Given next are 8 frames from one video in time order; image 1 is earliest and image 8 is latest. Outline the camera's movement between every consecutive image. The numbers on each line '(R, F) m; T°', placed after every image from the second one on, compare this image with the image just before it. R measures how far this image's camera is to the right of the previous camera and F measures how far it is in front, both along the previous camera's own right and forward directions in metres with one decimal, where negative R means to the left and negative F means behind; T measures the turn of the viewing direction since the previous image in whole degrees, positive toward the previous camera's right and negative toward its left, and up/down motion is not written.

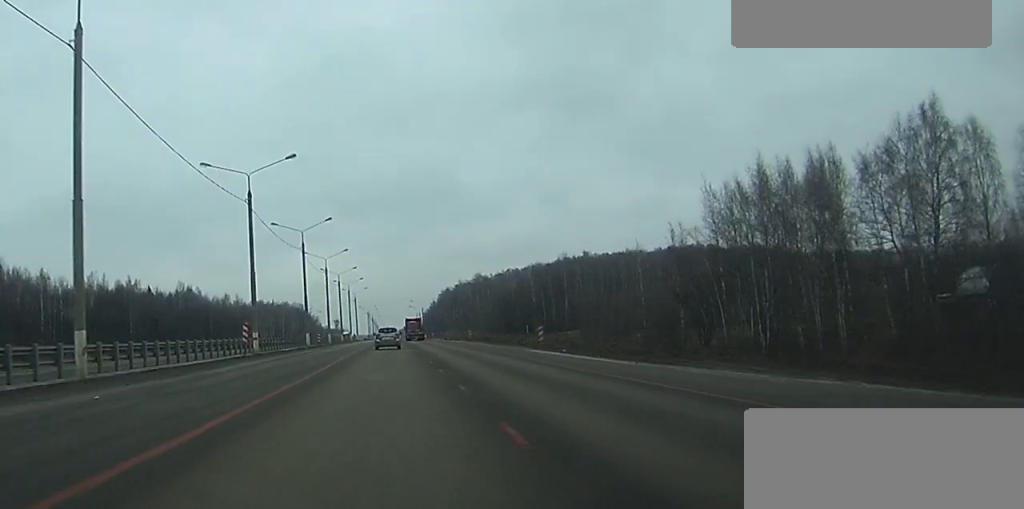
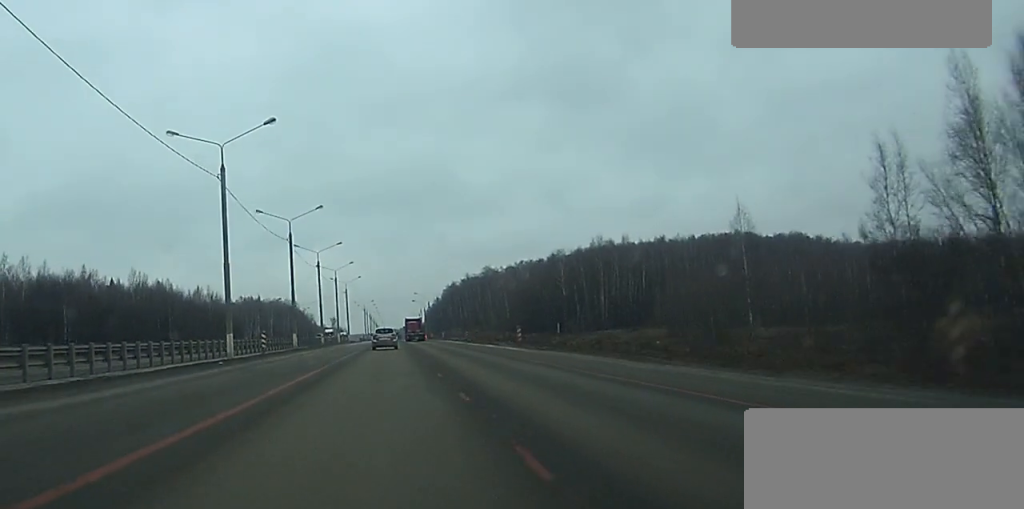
(-0.1, +42.4) m; 0°
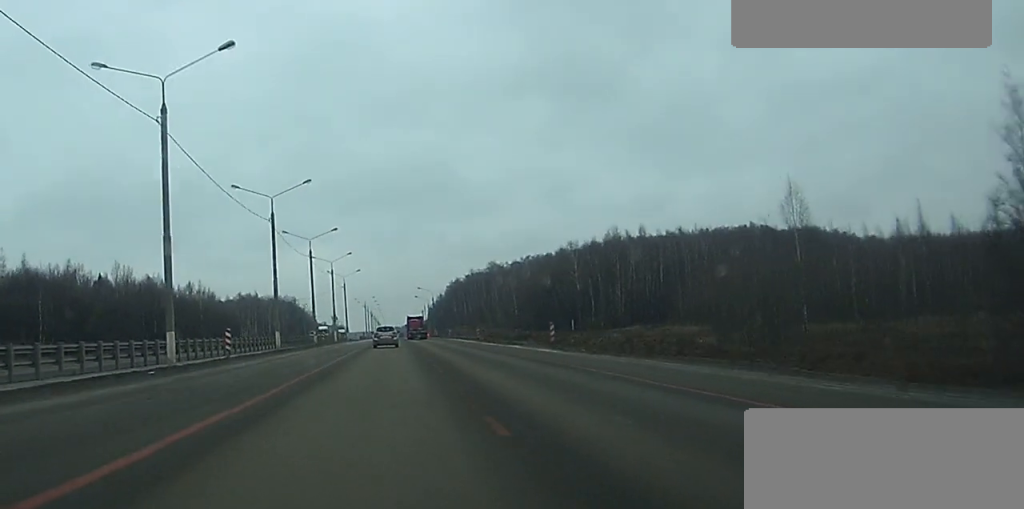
(0.0, +13.0) m; 0°
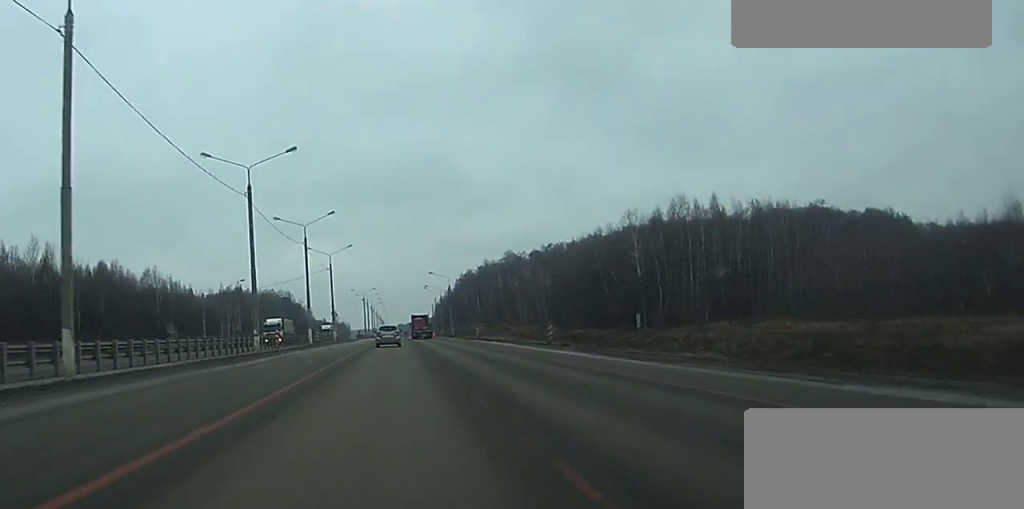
(-0.3, +44.7) m; -1°
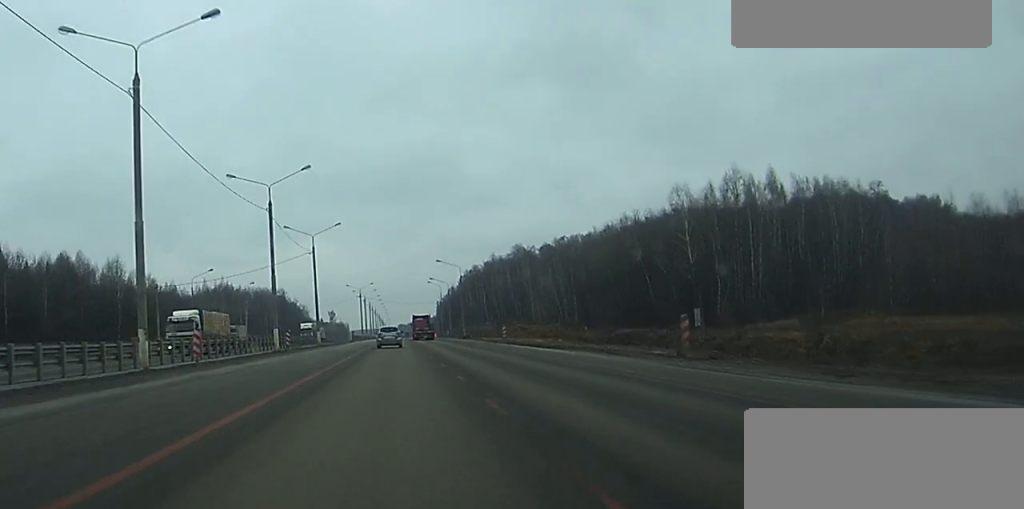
(0.0, +25.6) m; 0°
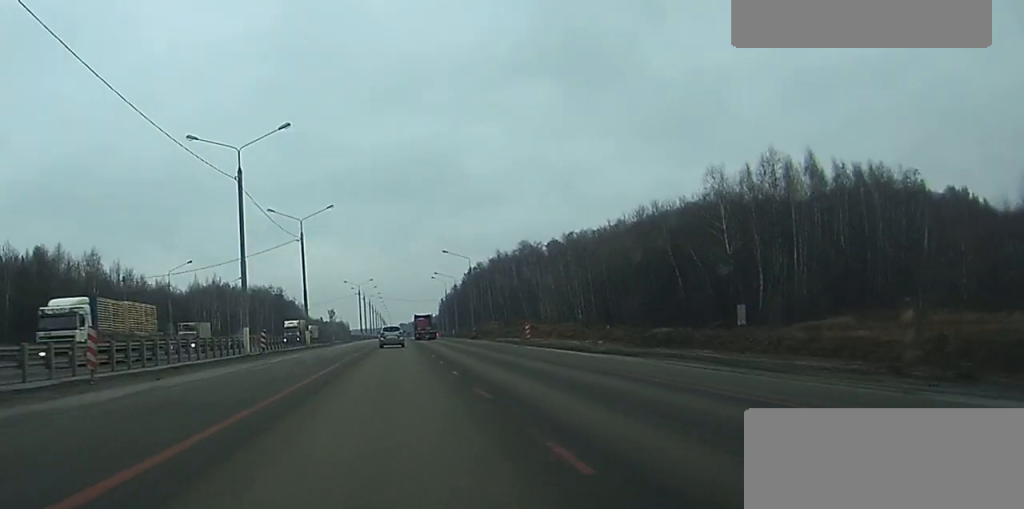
(0.0, +13.3) m; 0°
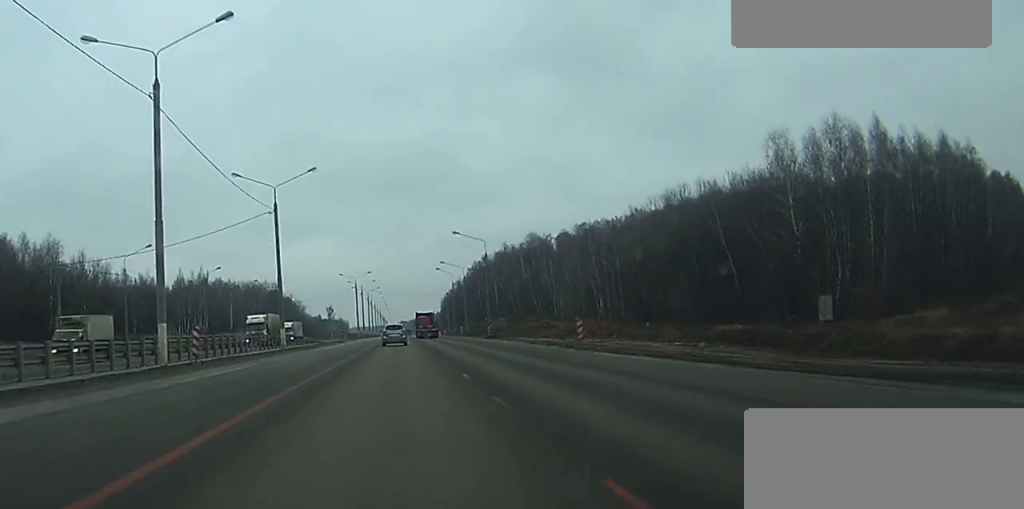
(0.0, +18.7) m; 0°
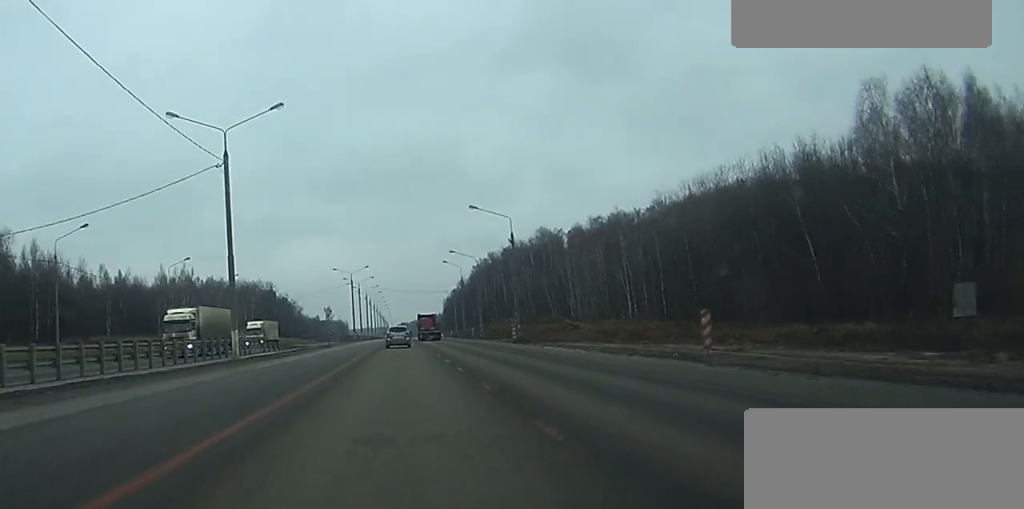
(0.0, +19.6) m; 0°
